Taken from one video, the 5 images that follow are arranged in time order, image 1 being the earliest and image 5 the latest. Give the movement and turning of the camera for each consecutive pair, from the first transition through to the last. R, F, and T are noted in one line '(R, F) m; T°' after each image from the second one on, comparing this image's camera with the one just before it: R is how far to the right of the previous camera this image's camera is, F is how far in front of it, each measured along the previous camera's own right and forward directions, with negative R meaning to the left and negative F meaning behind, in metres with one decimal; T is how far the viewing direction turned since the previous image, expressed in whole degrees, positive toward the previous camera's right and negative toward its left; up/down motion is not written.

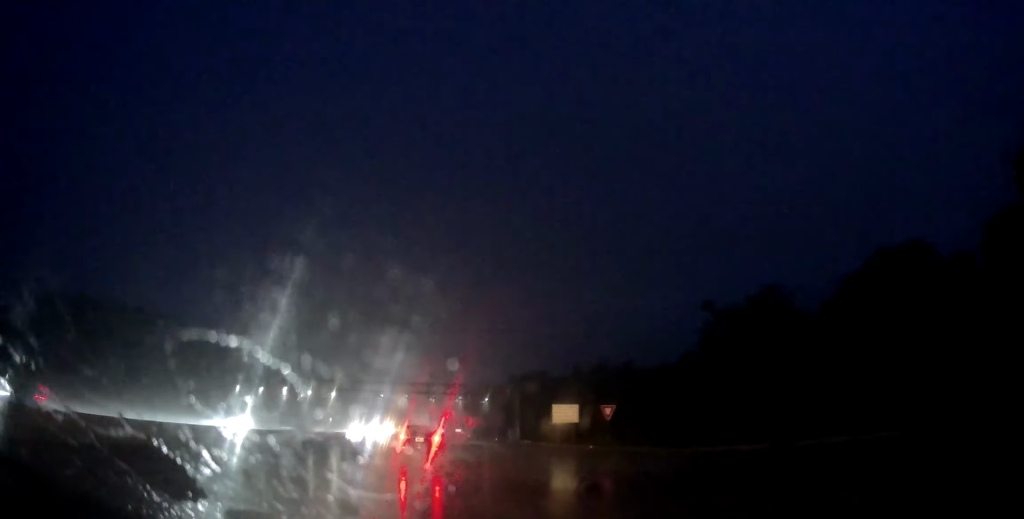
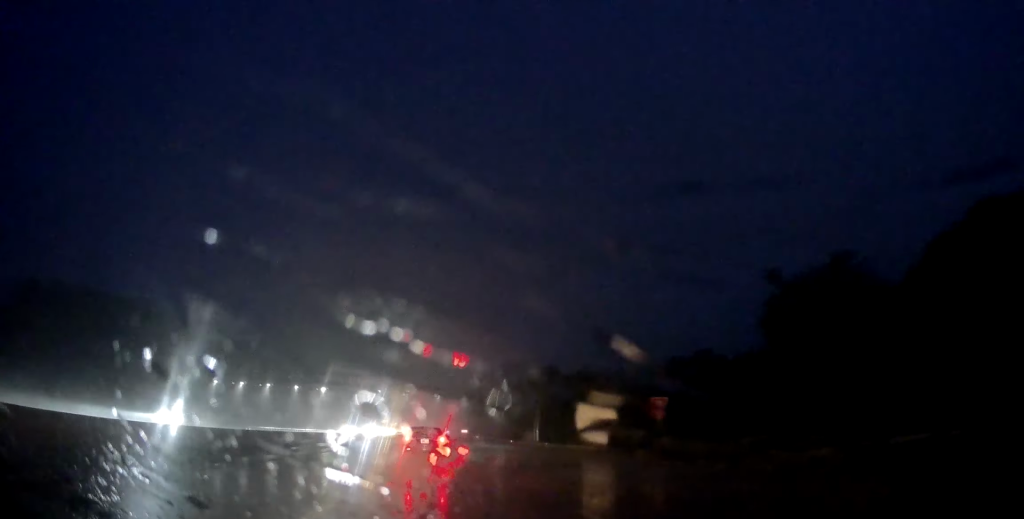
(+0.3, +10.3) m; 0°
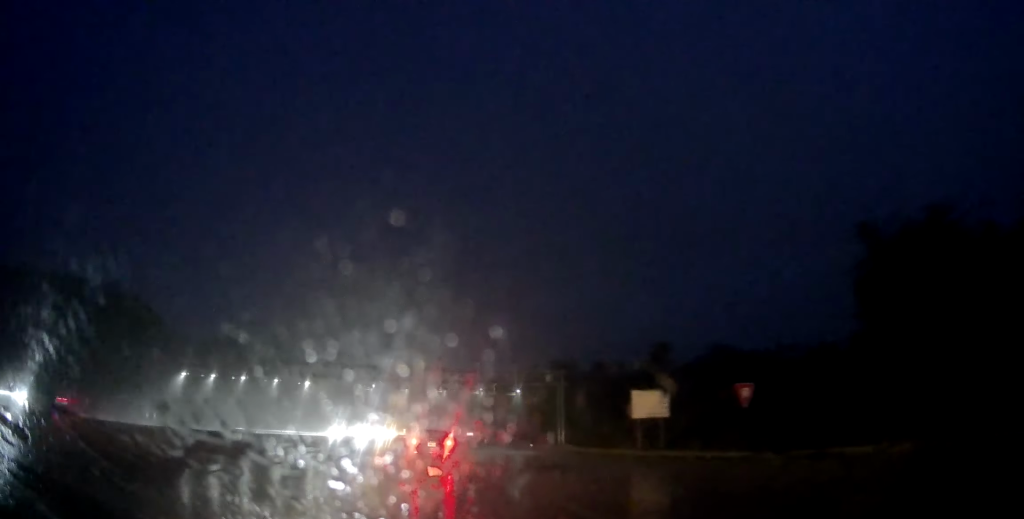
(-0.3, +11.1) m; -1°
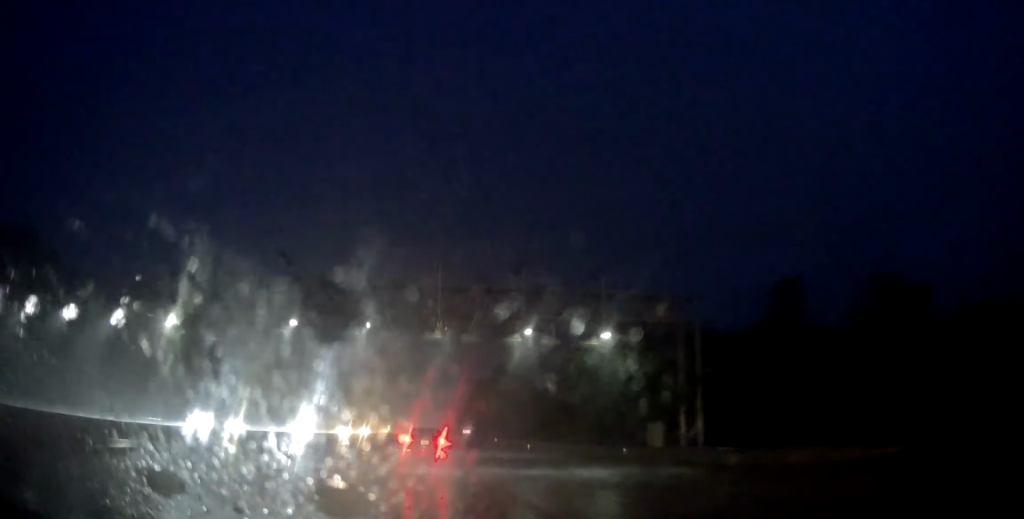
(-0.2, +30.4) m; -1°
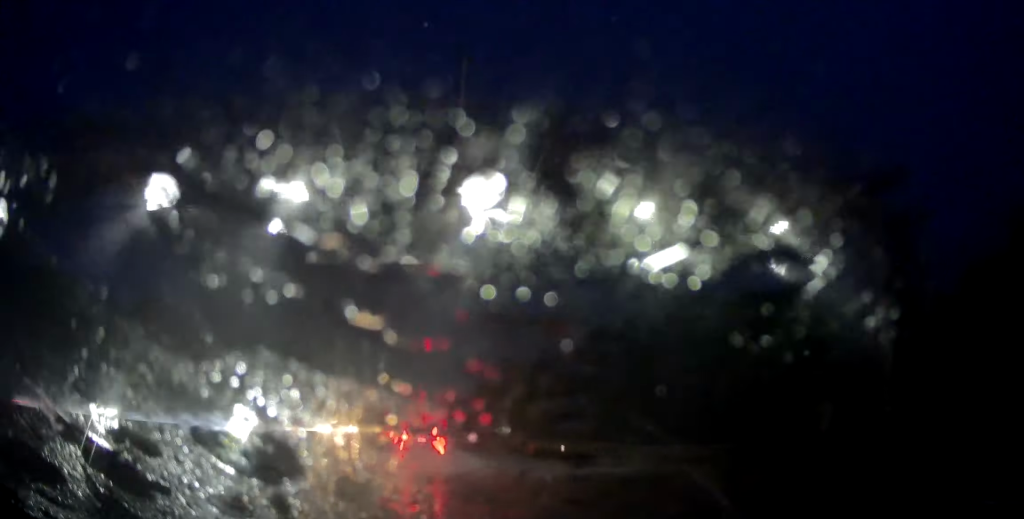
(0.0, +14.3) m; -1°
